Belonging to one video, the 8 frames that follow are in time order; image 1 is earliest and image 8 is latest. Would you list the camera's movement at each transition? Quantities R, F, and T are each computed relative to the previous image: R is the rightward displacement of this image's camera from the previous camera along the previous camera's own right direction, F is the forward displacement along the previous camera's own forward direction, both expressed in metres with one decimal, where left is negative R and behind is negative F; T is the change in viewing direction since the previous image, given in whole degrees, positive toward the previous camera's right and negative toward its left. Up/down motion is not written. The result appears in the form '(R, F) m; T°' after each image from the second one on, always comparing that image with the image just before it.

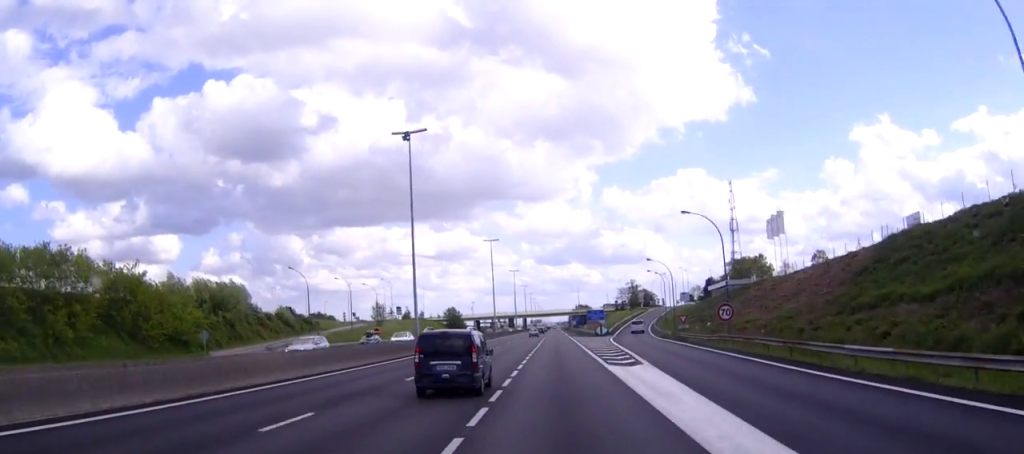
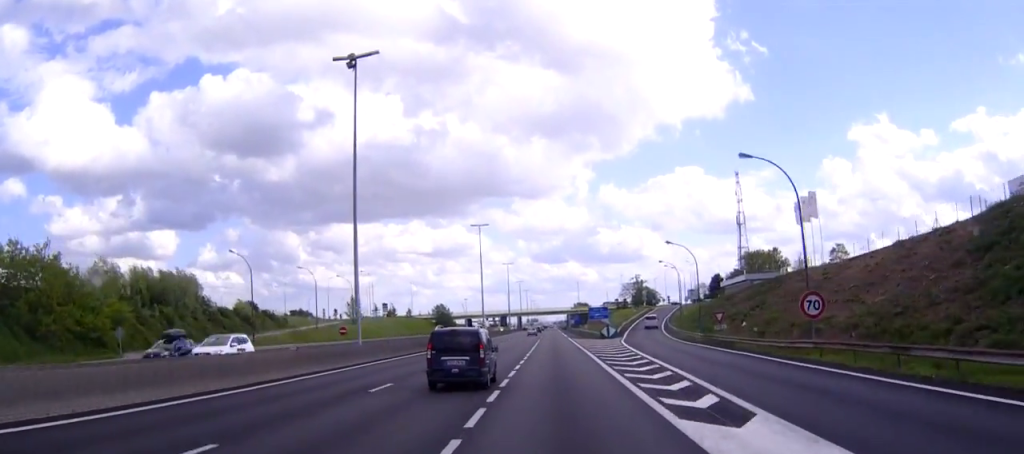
(0.0, +17.6) m; 0°
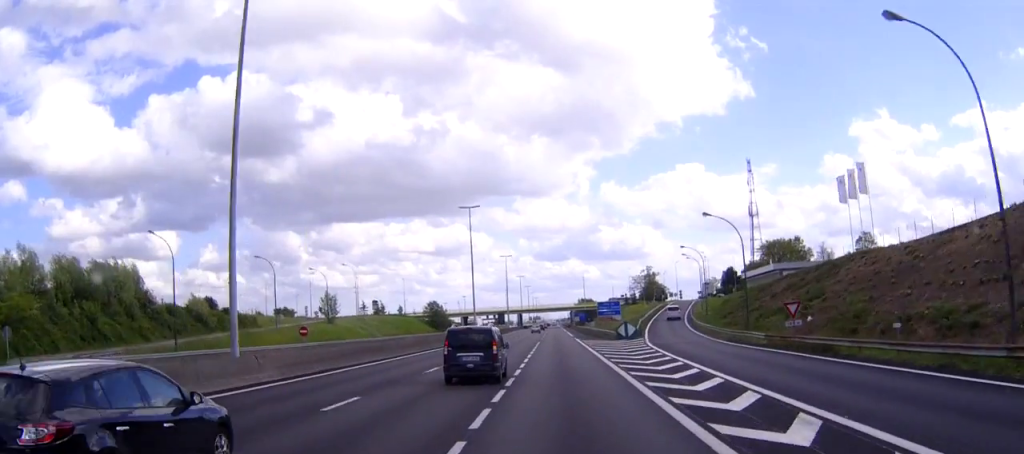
(0.0, +17.6) m; 0°
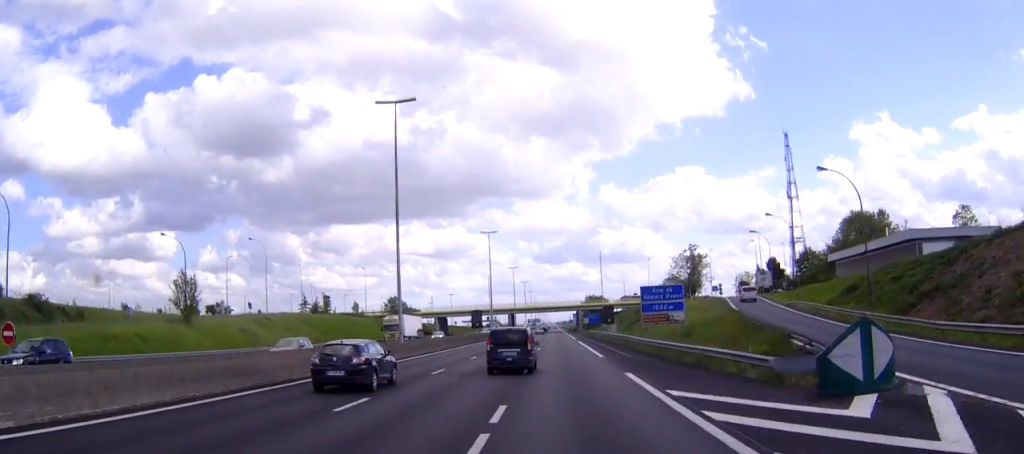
(0.0, +51.5) m; 0°
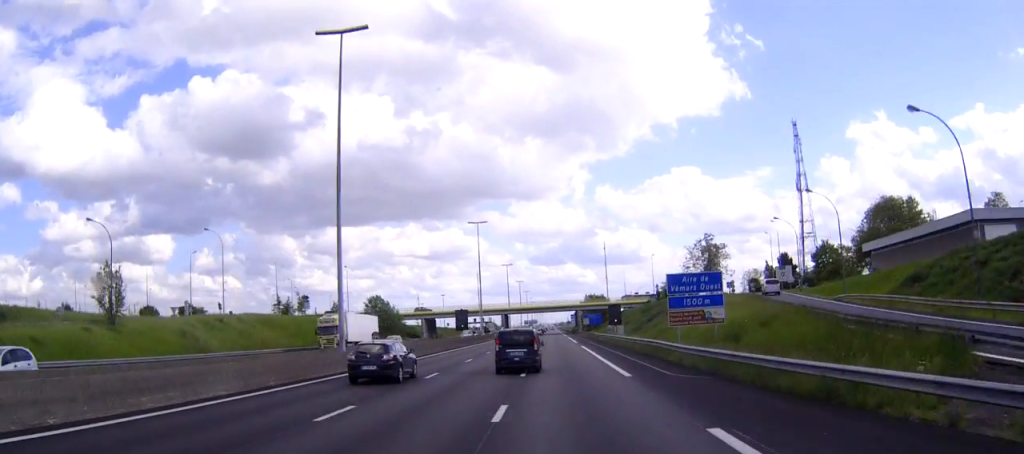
(+0.1, +14.2) m; 0°
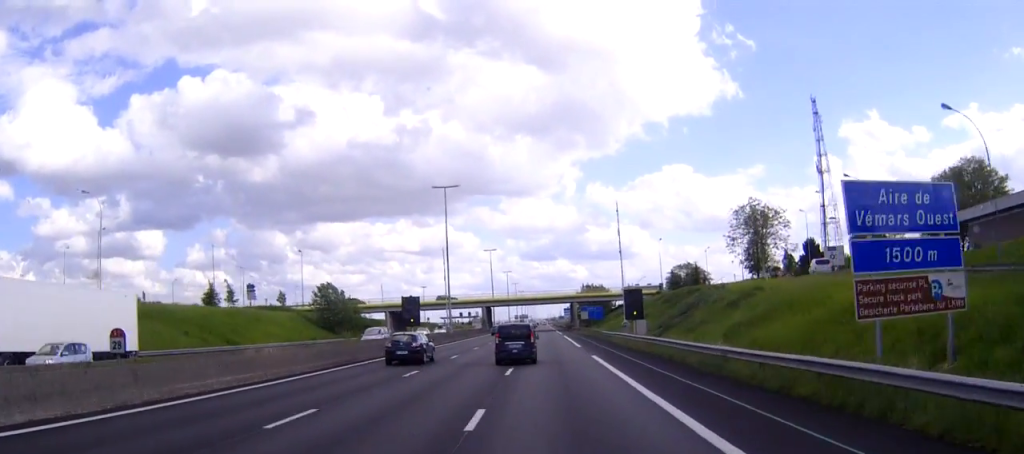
(+0.1, +27.5) m; 0°
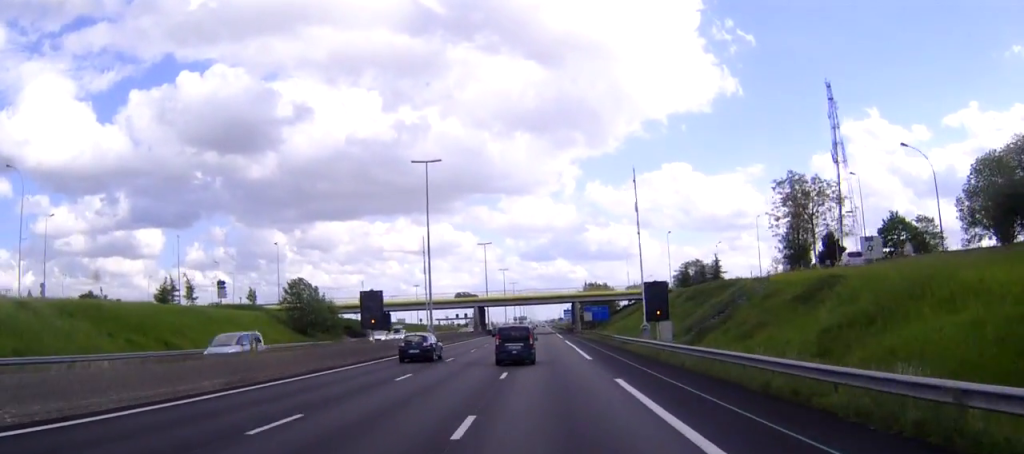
(0.0, +13.3) m; 0°
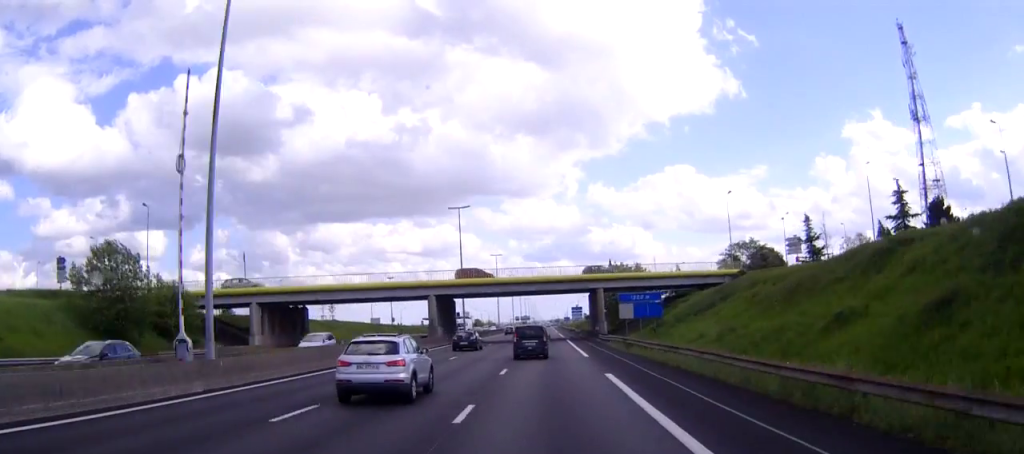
(-0.1, +49.7) m; 0°
